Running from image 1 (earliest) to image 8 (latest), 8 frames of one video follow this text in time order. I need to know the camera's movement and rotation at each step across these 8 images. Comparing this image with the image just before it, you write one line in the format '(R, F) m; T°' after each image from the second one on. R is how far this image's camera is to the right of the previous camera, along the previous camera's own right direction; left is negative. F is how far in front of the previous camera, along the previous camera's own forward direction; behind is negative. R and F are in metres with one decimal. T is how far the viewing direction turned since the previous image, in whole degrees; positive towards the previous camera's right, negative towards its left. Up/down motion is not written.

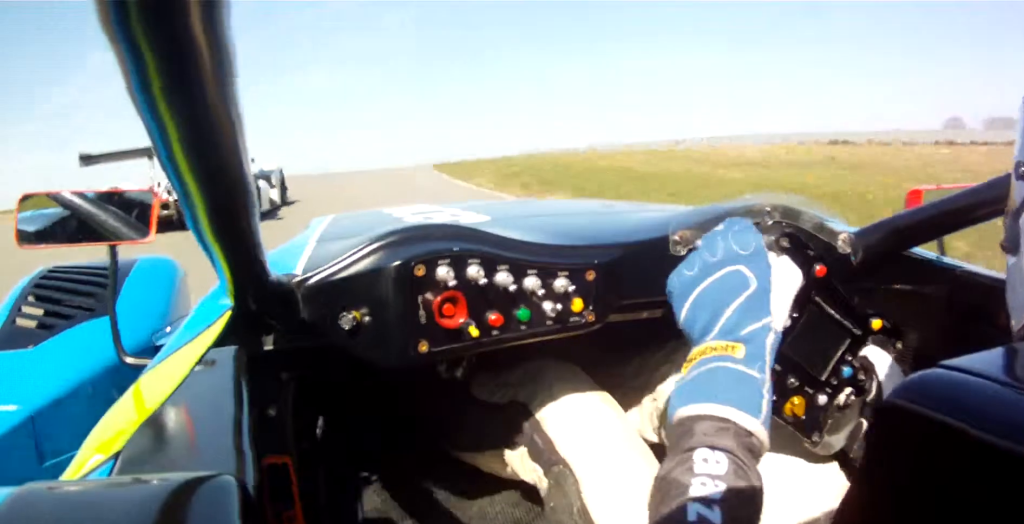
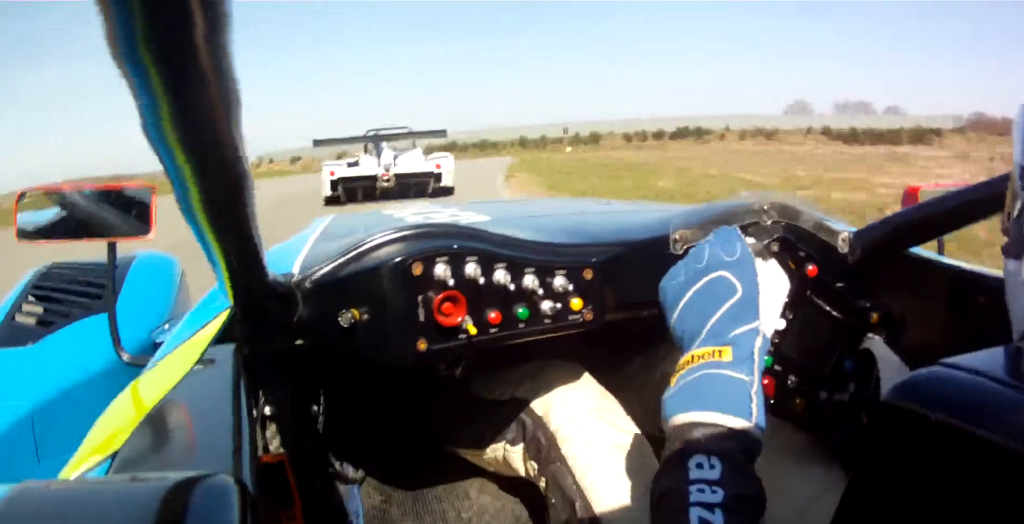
(+7.8, +53.5) m; +17°
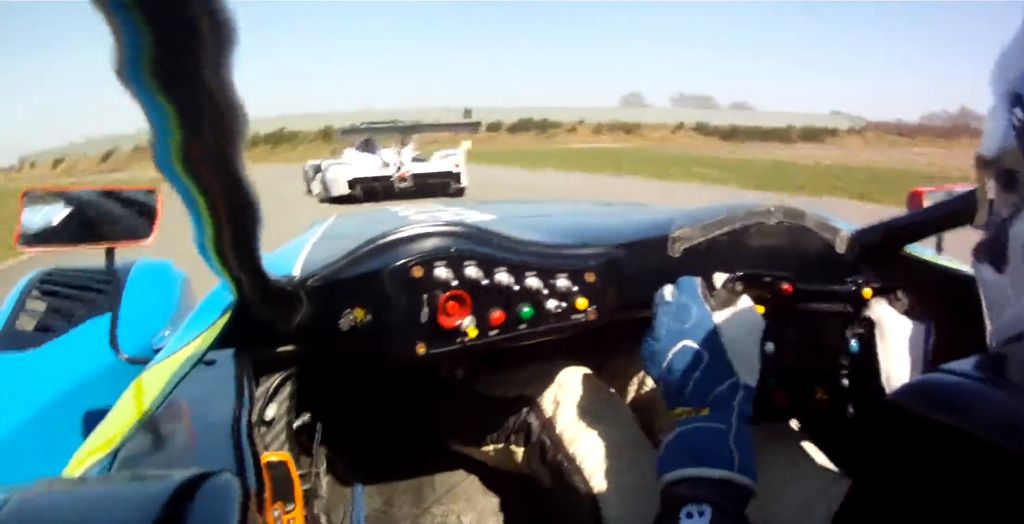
(+5.7, +48.5) m; +10°
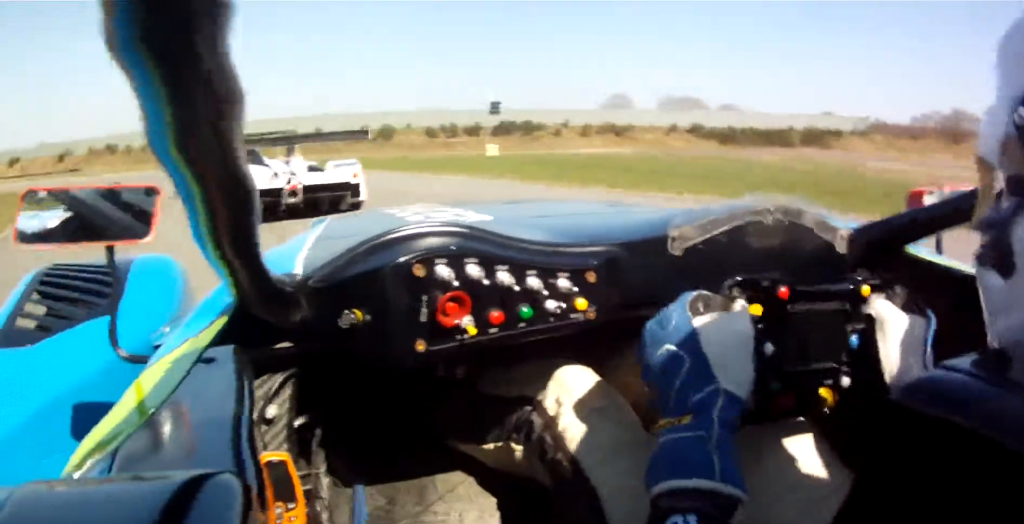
(+0.3, +18.6) m; +3°
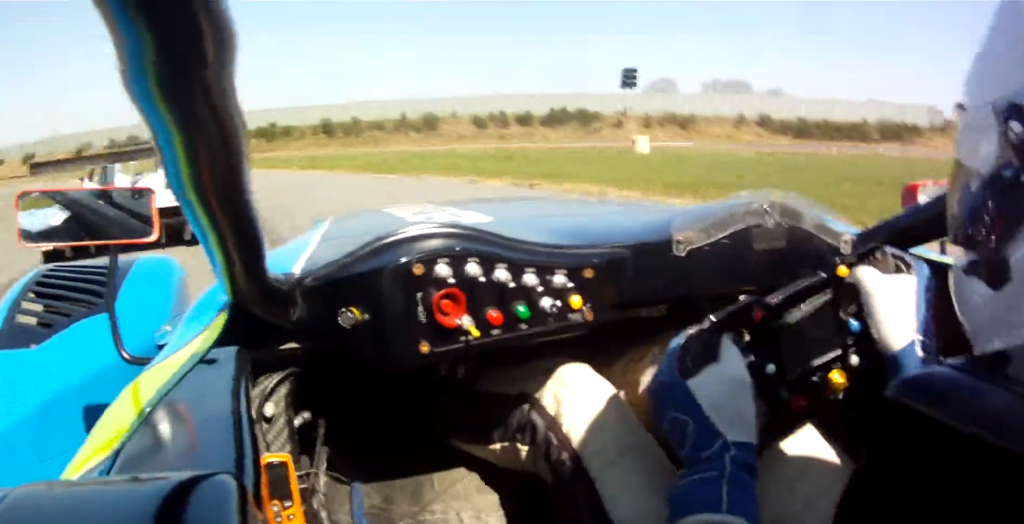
(+0.5, +16.8) m; -1°
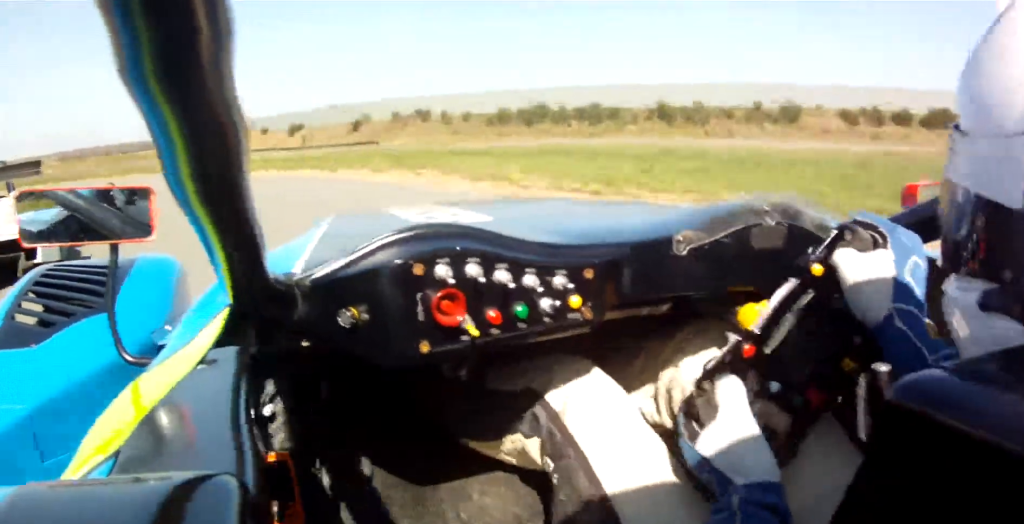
(-0.8, +33.1) m; -17°
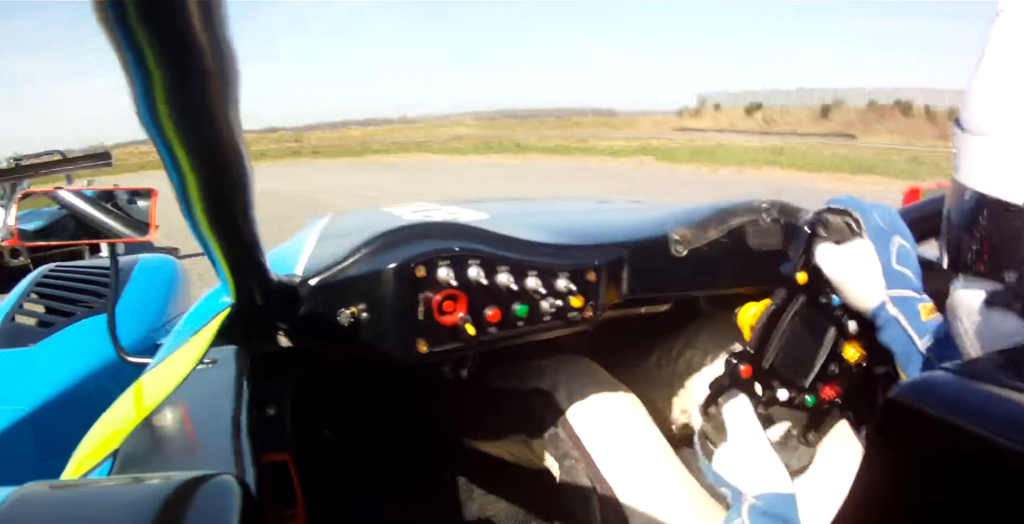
(-3.9, +19.2) m; -37°
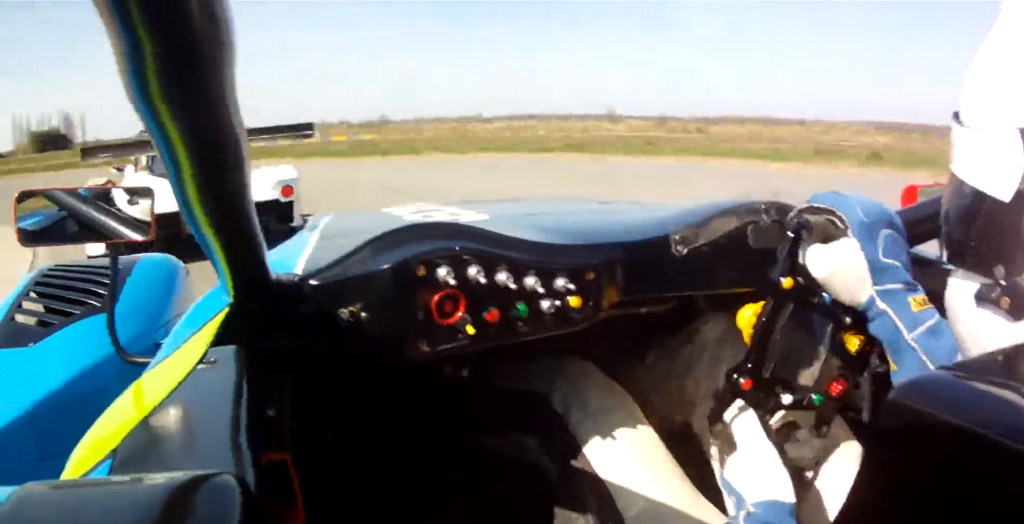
(-3.0, +13.3) m; -38°
